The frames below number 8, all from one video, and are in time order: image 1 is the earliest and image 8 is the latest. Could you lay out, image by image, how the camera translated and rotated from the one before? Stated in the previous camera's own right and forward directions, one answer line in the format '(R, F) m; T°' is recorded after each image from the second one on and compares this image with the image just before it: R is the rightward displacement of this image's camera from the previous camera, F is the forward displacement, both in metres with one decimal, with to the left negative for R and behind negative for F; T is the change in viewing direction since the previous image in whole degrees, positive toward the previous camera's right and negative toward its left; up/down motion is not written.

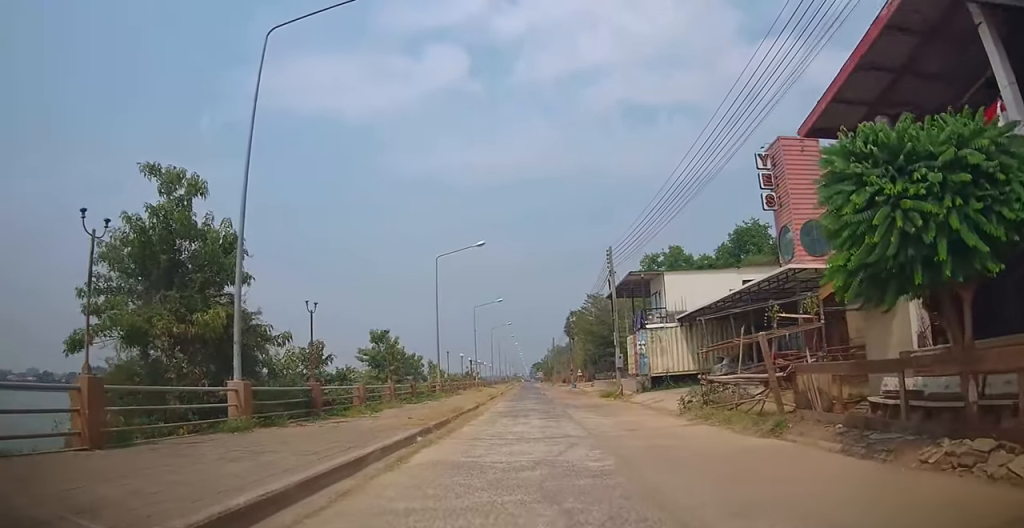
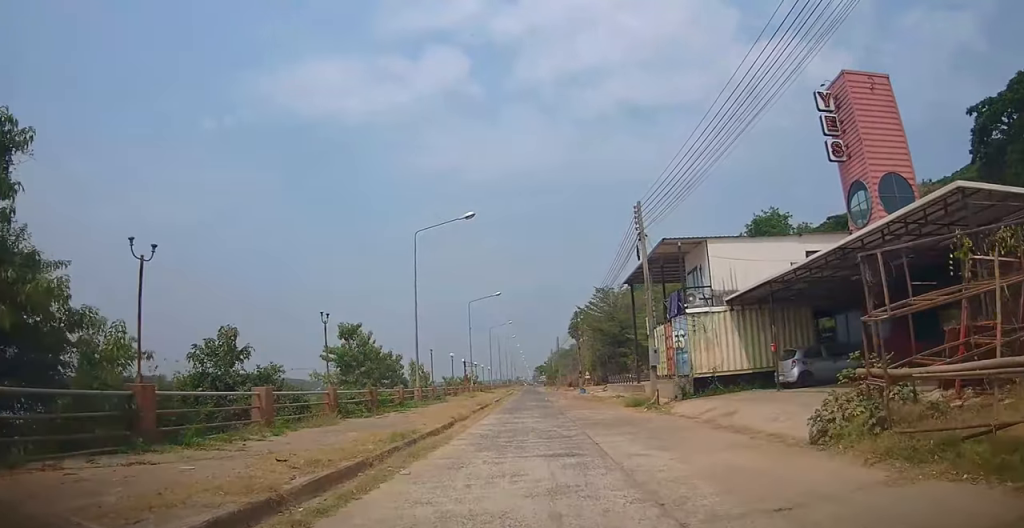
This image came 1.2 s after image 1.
(+0.1, +8.5) m; +2°
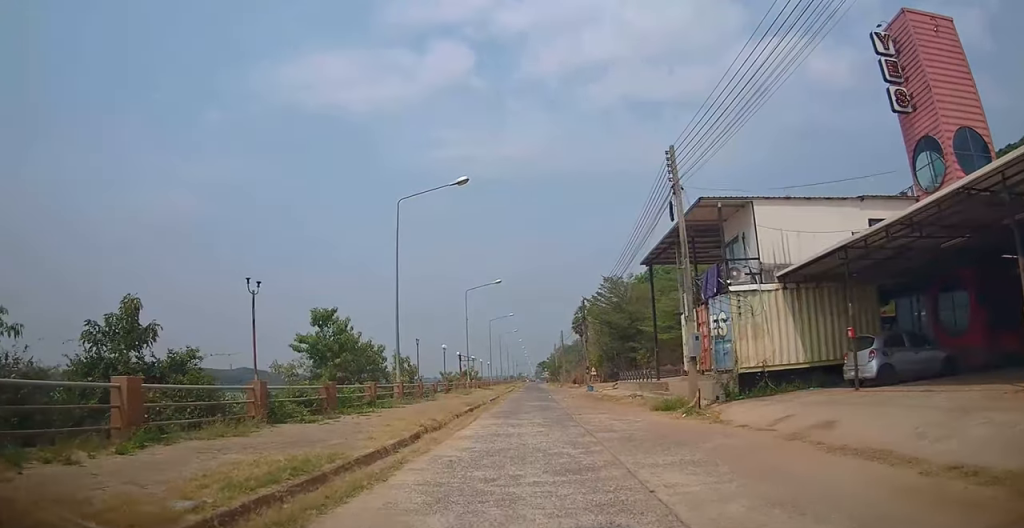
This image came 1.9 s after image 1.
(+0.1, +5.3) m; 0°
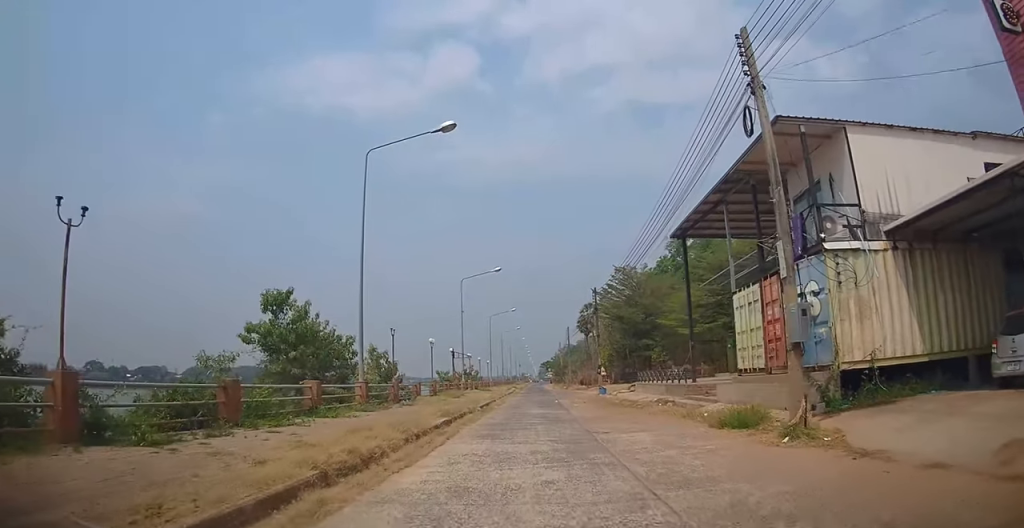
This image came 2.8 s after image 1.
(-0.1, +6.5) m; -1°
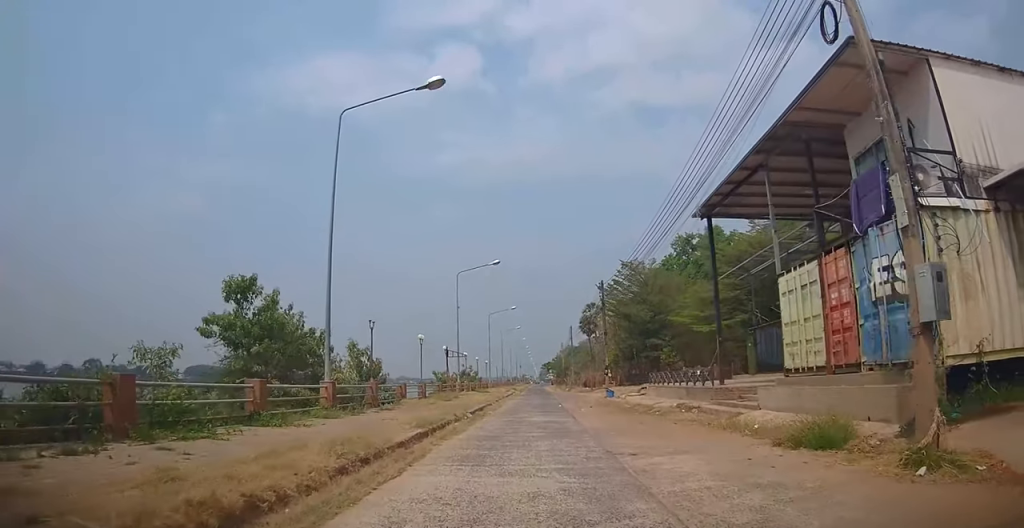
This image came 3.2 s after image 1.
(-0.1, +3.7) m; 0°
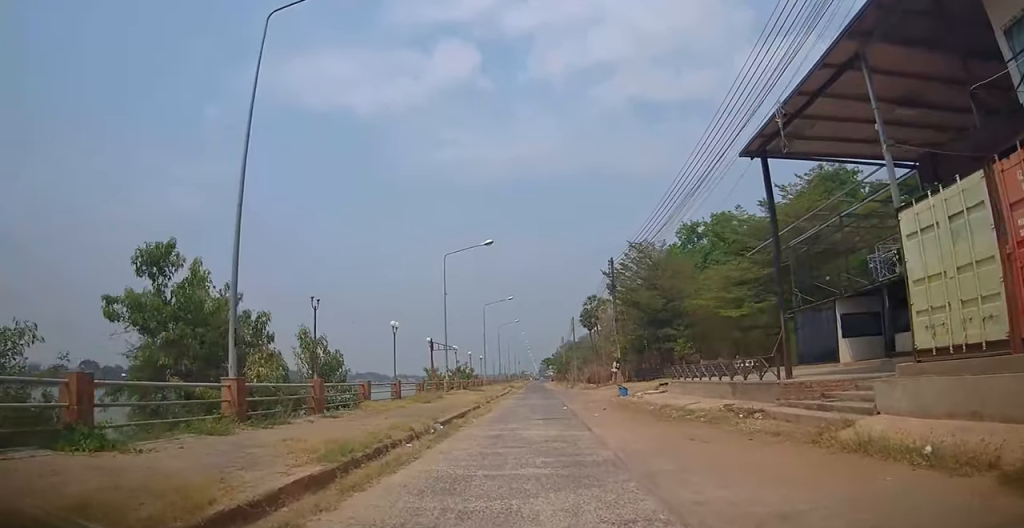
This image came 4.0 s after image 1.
(+0.1, +6.1) m; +1°
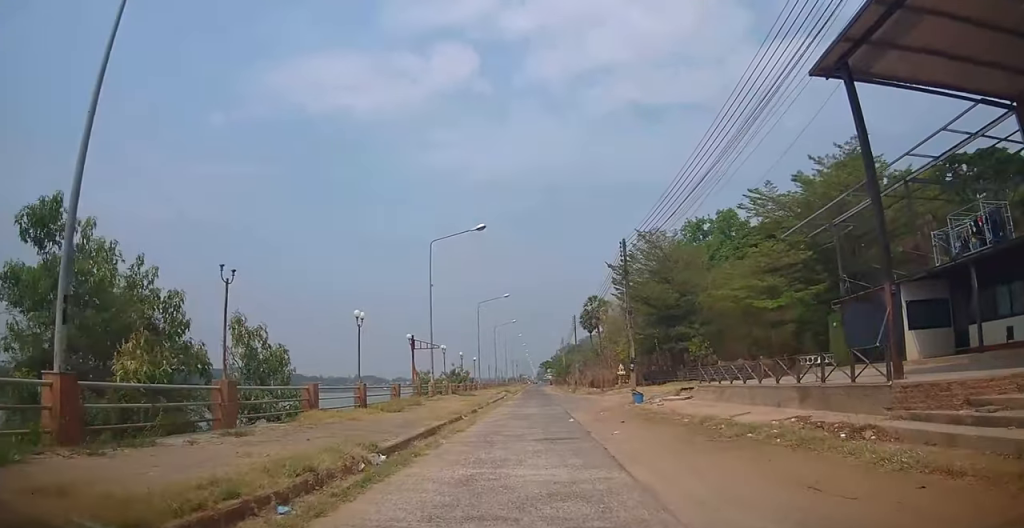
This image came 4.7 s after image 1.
(+0.1, +5.4) m; 0°
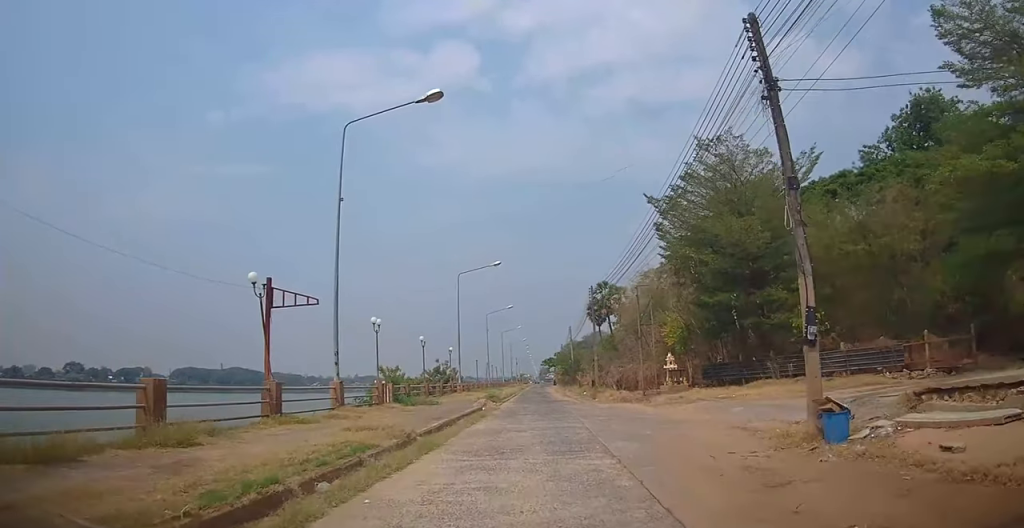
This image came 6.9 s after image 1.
(-0.6, +18.2) m; -3°
